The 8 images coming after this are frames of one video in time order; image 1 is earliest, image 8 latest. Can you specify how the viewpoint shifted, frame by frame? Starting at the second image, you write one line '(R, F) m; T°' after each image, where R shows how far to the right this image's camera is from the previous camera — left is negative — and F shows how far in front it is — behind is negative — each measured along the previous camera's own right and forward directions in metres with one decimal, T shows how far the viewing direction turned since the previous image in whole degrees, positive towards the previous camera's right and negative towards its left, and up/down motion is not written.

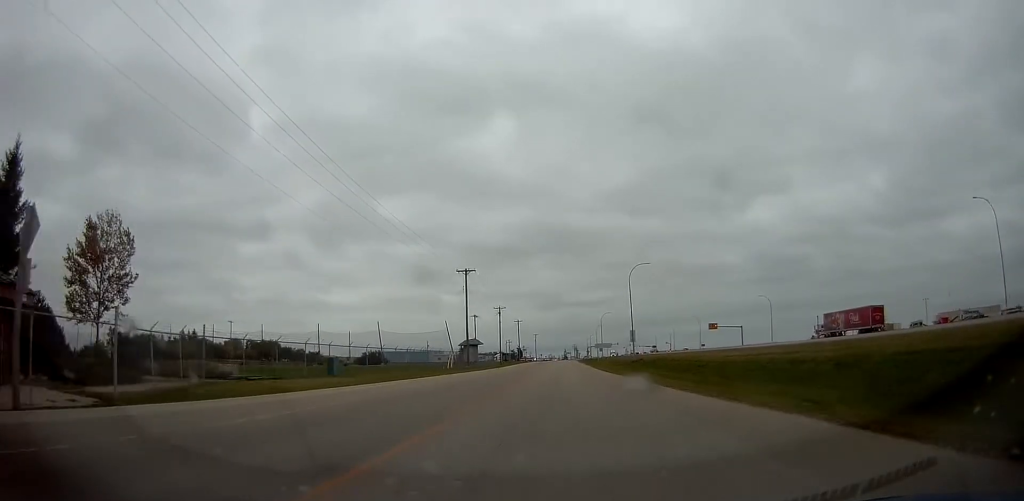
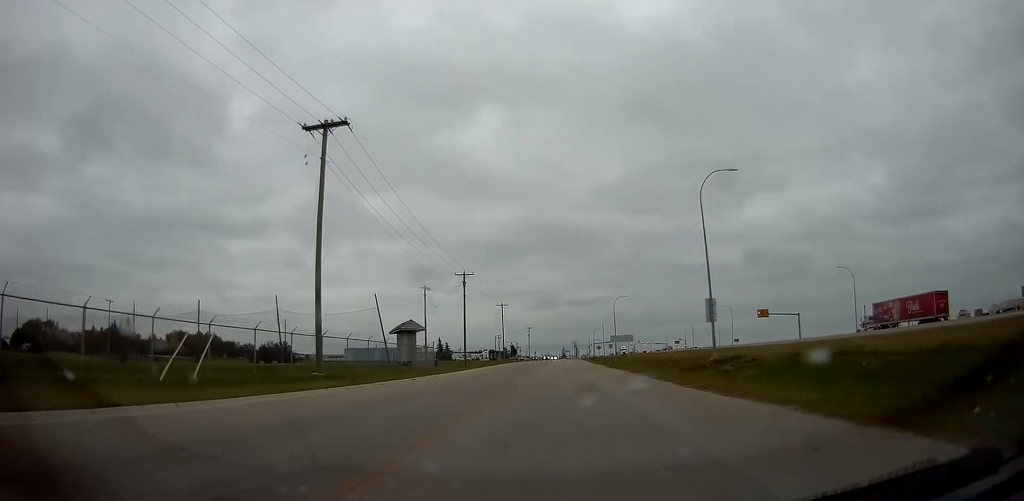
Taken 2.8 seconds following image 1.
(0.0, +45.9) m; 0°
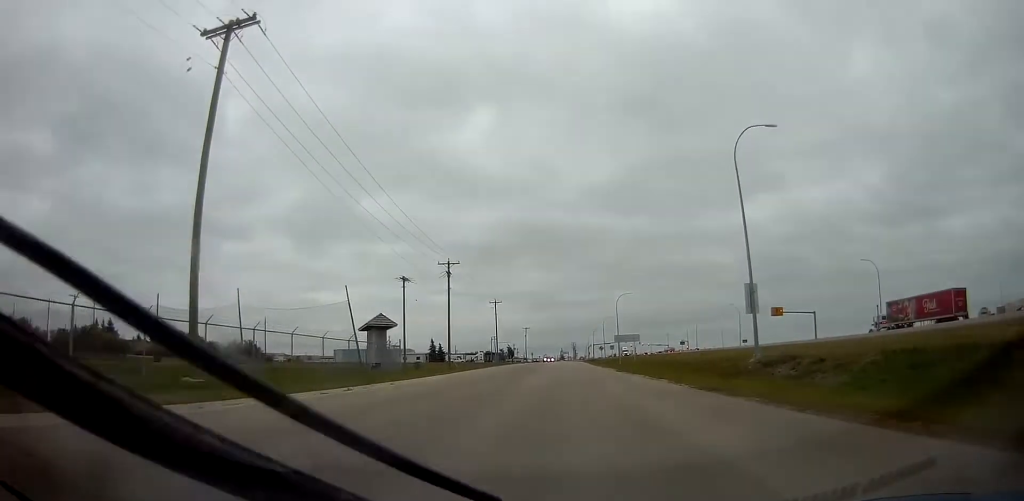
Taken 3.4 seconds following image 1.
(0.0, +9.9) m; 0°
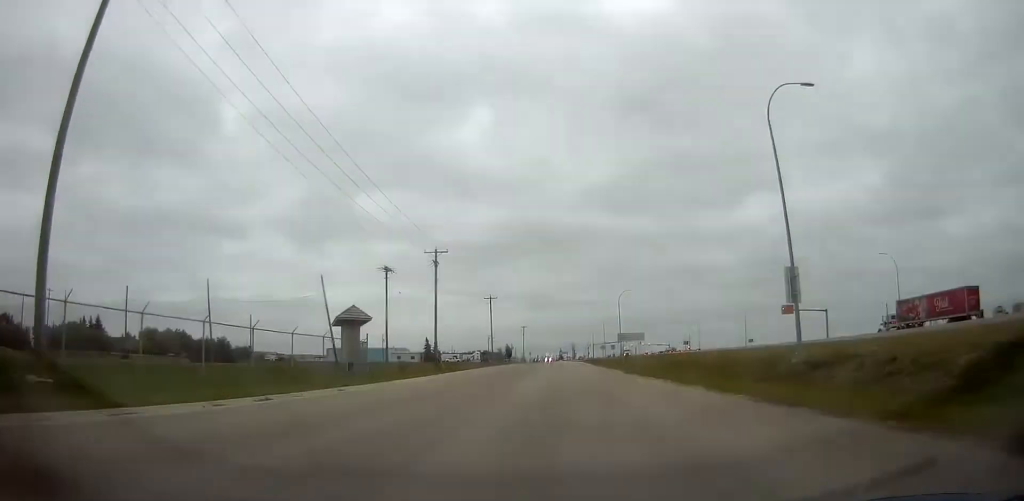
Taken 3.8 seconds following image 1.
(0.0, +6.5) m; 0°
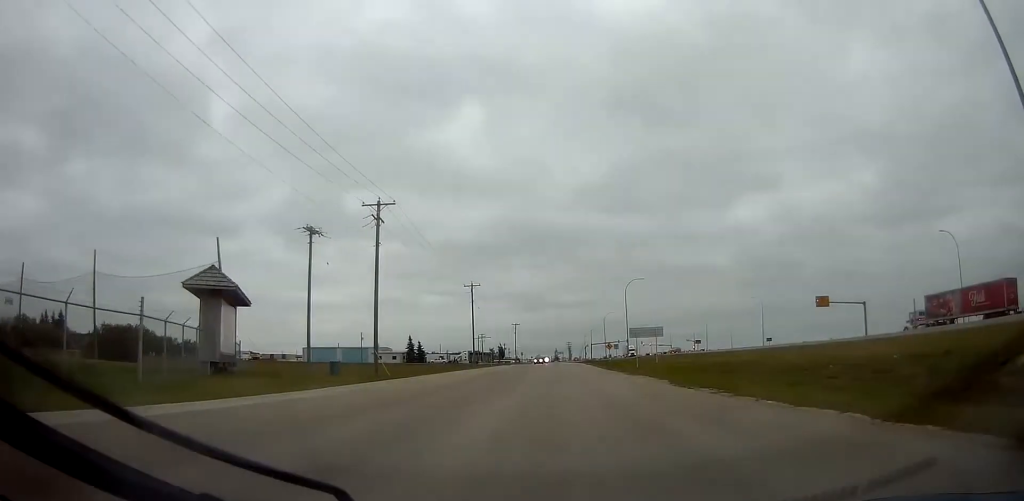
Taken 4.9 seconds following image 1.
(0.0, +18.3) m; +1°
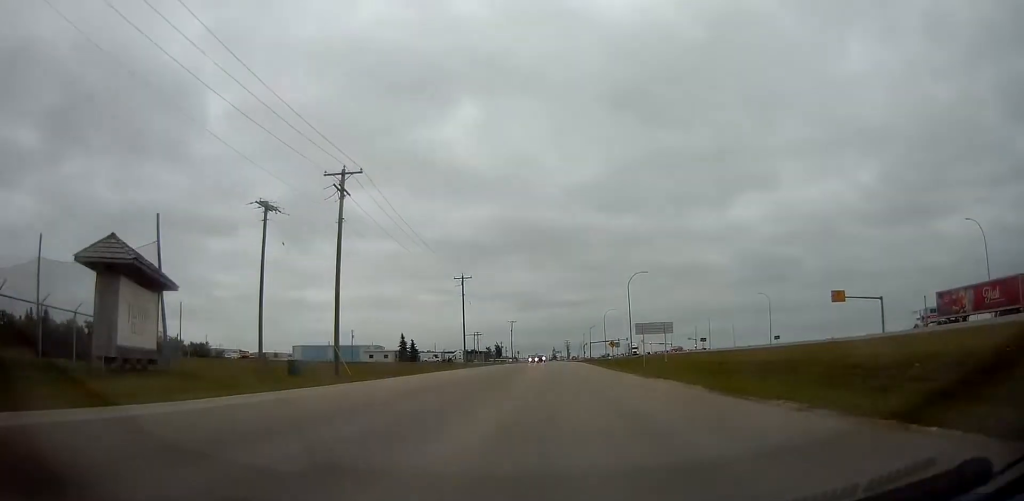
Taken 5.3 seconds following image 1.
(0.0, +6.9) m; 0°
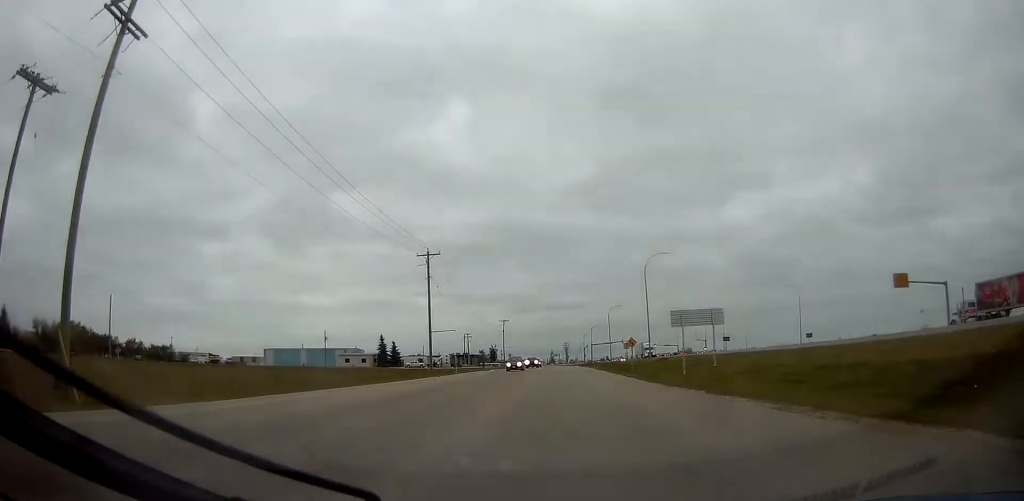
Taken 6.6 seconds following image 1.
(+0.2, +20.6) m; 0°
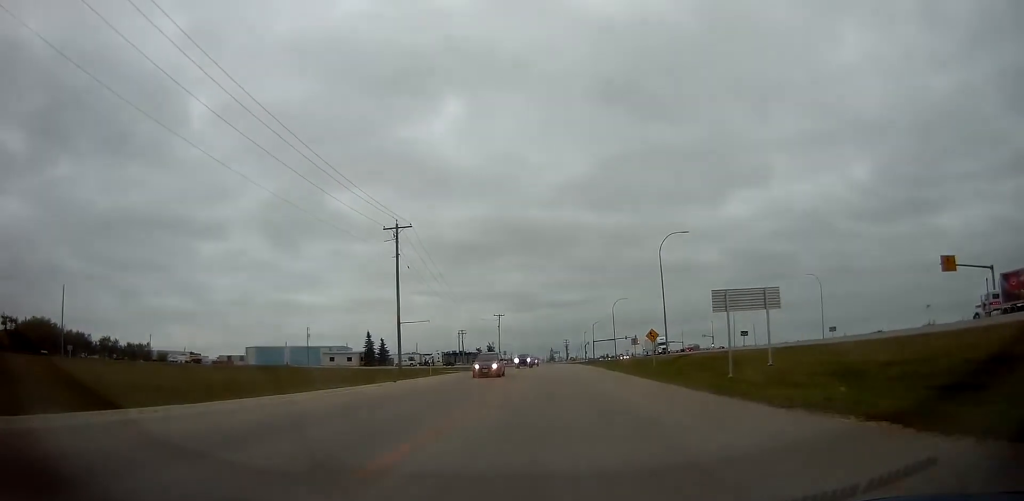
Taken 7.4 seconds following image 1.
(-0.1, +11.8) m; 0°
